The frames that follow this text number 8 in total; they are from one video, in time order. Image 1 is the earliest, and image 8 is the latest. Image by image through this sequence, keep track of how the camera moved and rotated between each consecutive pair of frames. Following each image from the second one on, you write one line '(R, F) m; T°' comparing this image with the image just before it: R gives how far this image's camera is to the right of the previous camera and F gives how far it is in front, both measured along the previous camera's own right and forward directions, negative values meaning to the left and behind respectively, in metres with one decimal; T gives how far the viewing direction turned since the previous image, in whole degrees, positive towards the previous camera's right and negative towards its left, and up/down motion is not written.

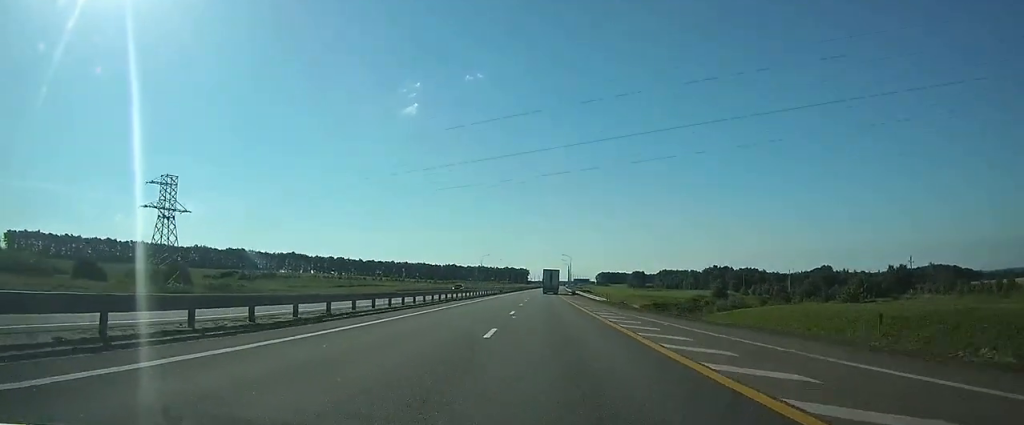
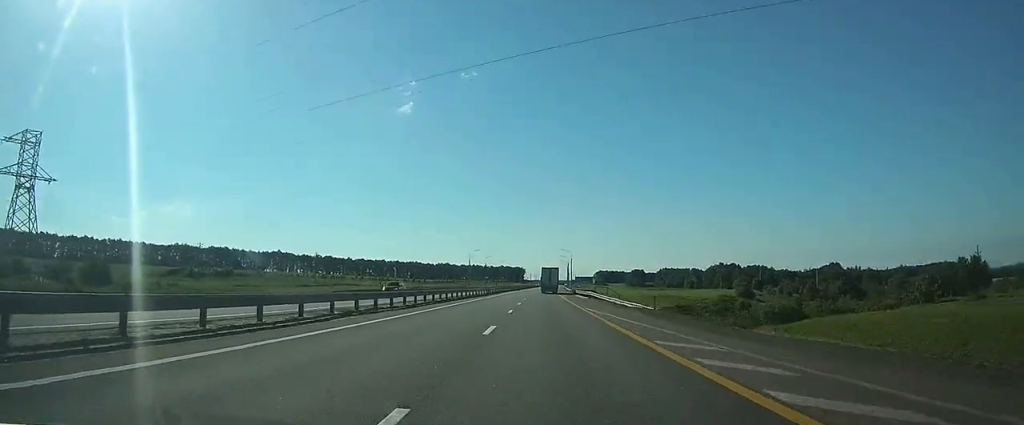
(+0.1, +23.0) m; 0°
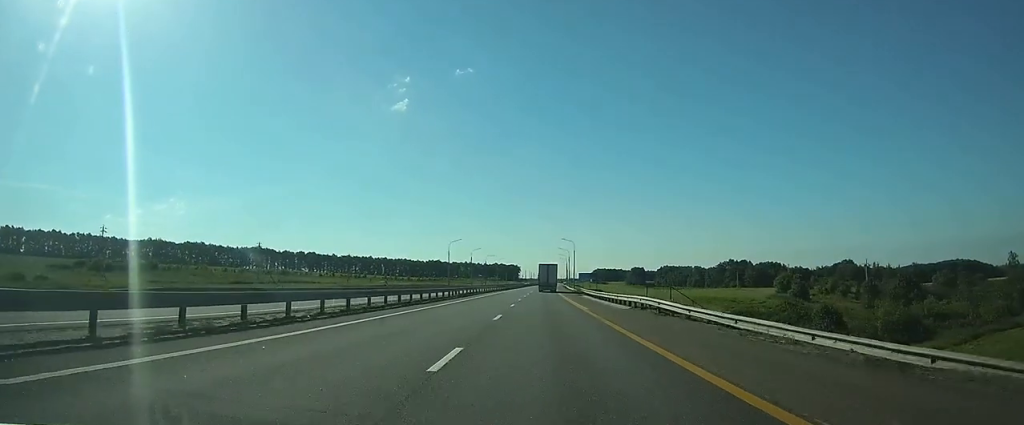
(+0.1, +30.6) m; +1°
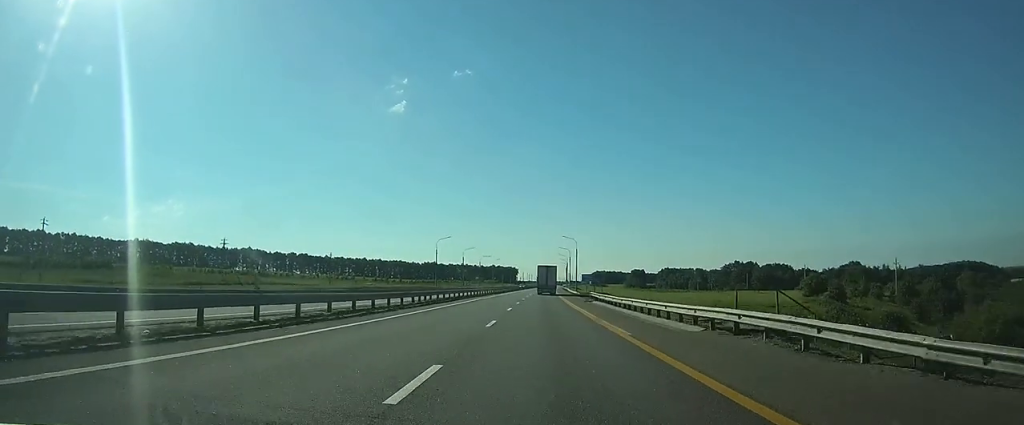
(0.0, +14.1) m; 0°
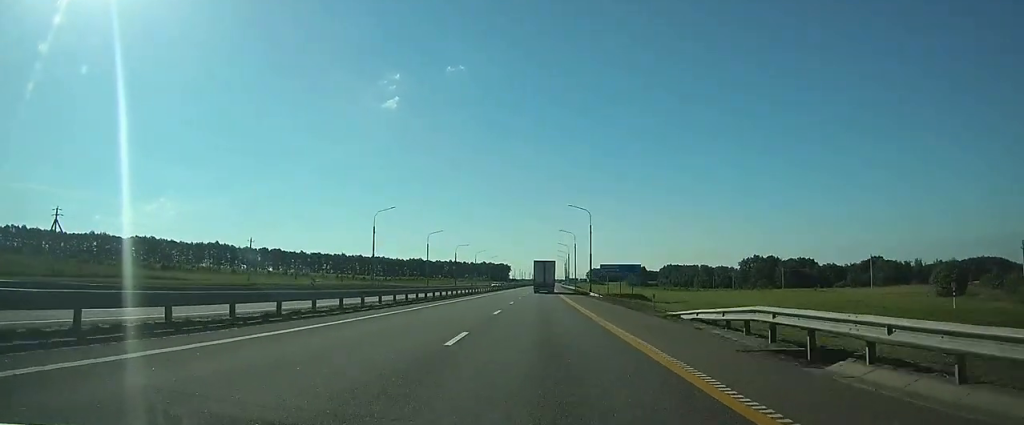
(+0.4, +43.2) m; +1°
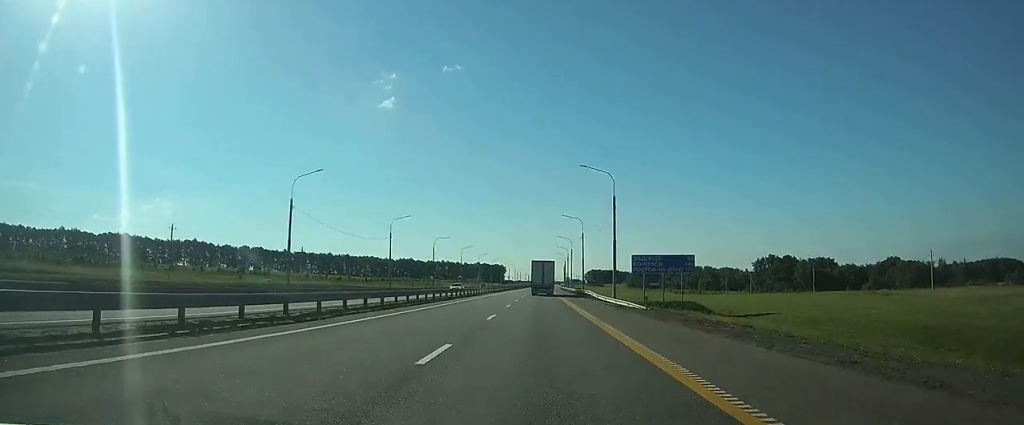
(0.0, +26.6) m; 0°
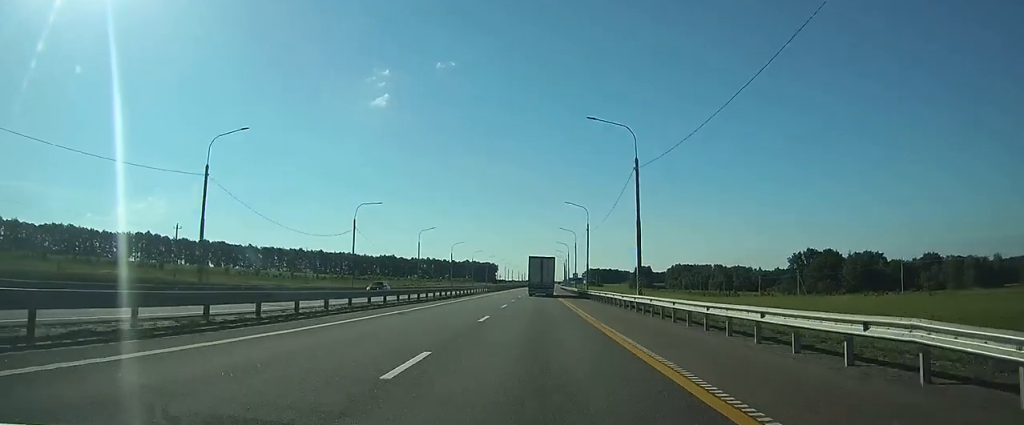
(+0.1, +50.0) m; 0°
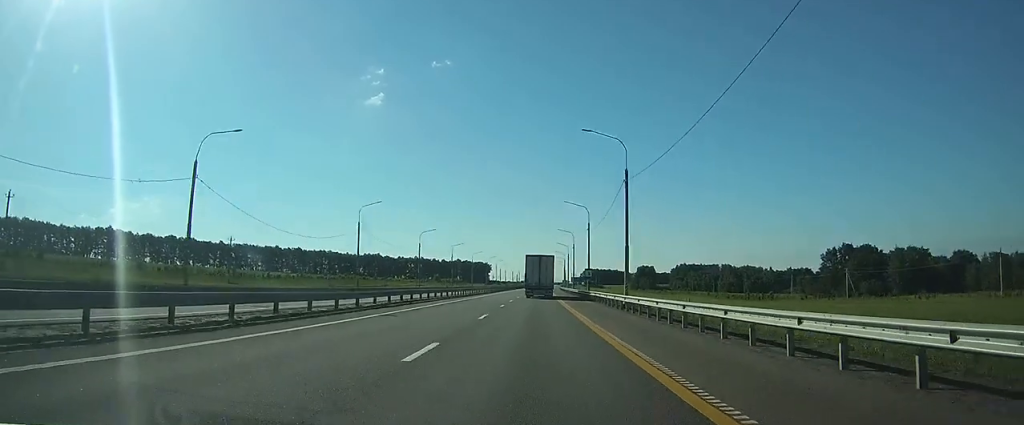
(+0.1, +34.6) m; 0°
